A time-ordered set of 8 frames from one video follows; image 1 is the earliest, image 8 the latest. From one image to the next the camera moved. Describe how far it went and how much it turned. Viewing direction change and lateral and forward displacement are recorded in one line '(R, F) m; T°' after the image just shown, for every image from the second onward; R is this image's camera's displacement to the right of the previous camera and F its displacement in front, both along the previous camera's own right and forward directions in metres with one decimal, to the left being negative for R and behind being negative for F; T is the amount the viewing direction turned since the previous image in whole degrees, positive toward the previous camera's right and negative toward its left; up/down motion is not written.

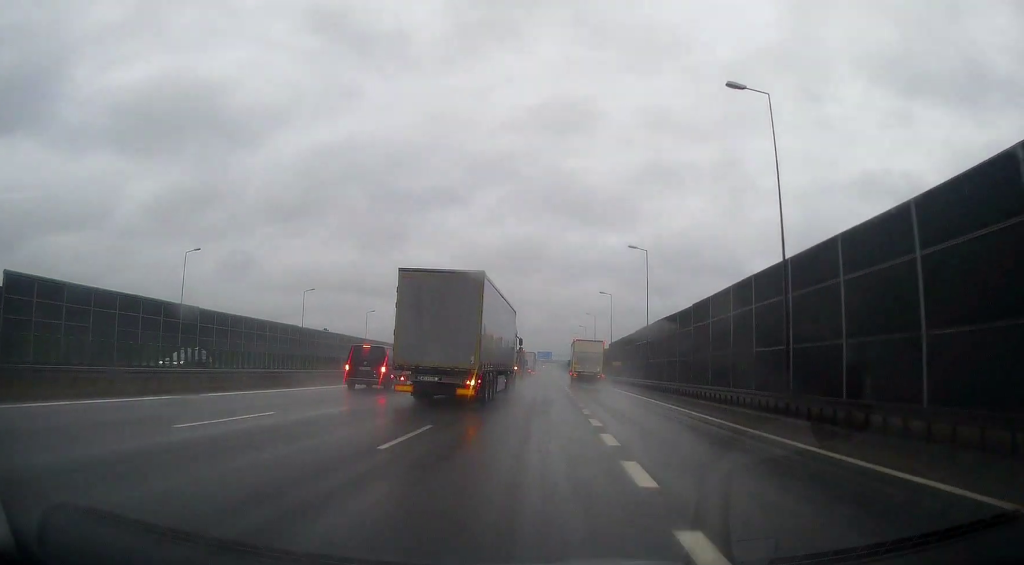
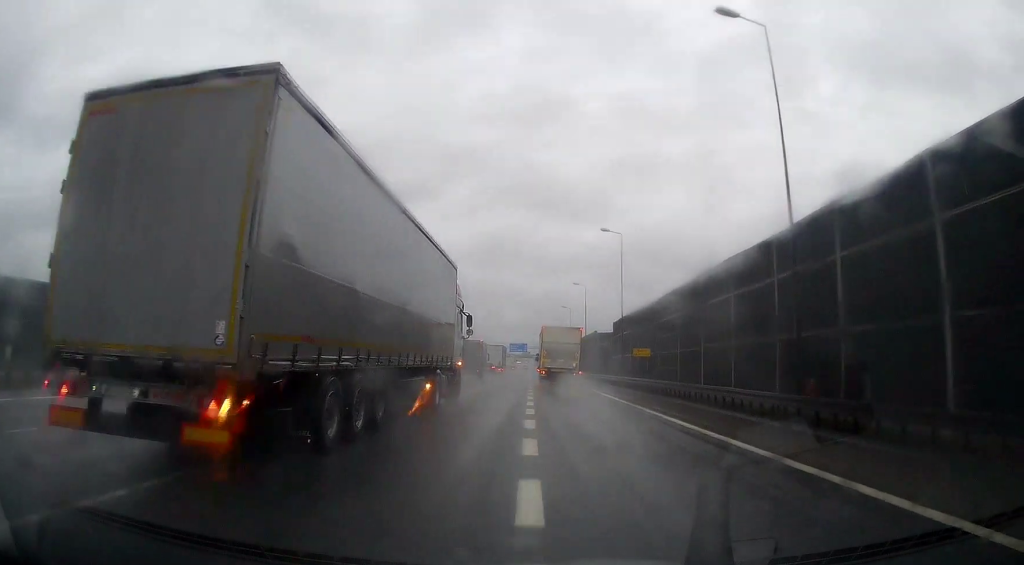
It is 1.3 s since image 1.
(+0.6, +43.9) m; +1°
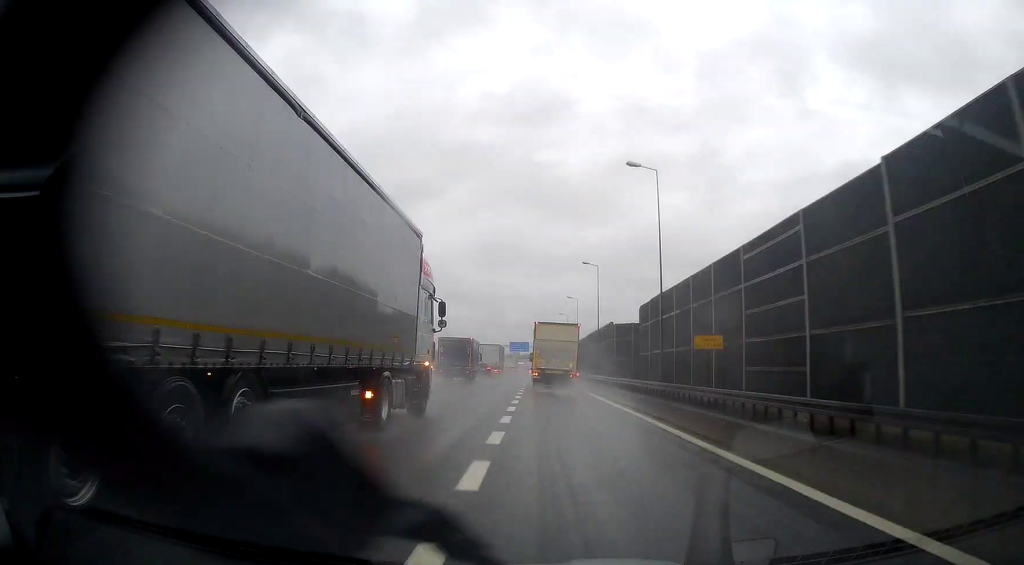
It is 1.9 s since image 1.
(+0.1, +20.0) m; +1°
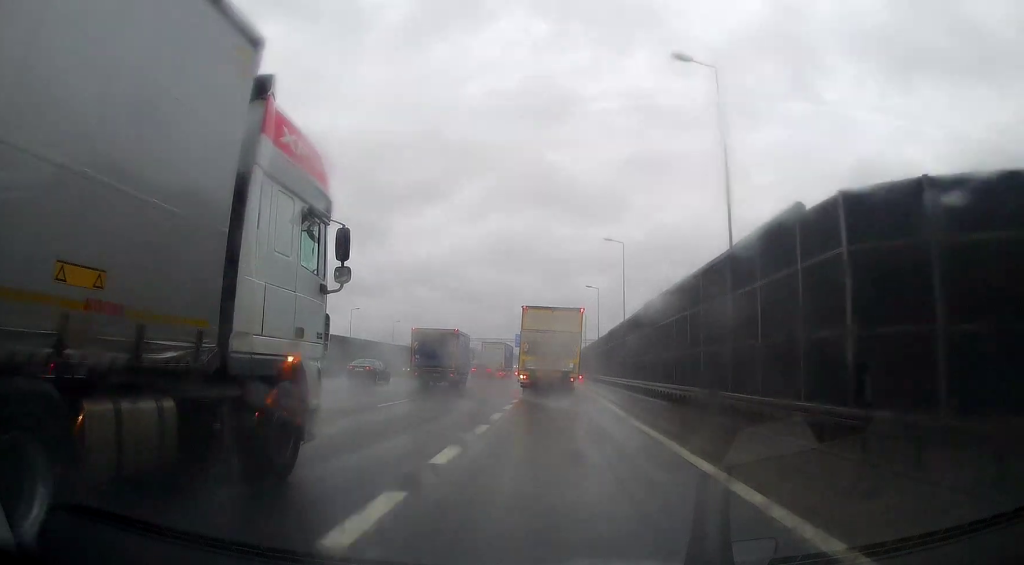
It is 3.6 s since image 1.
(+0.3, +54.6) m; 0°
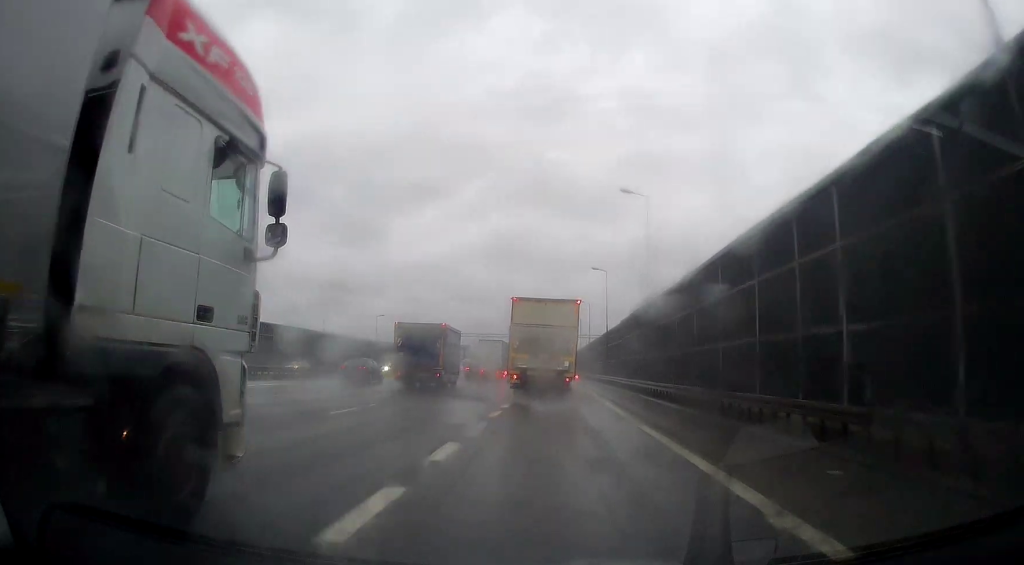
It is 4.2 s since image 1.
(0.0, +17.0) m; 0°
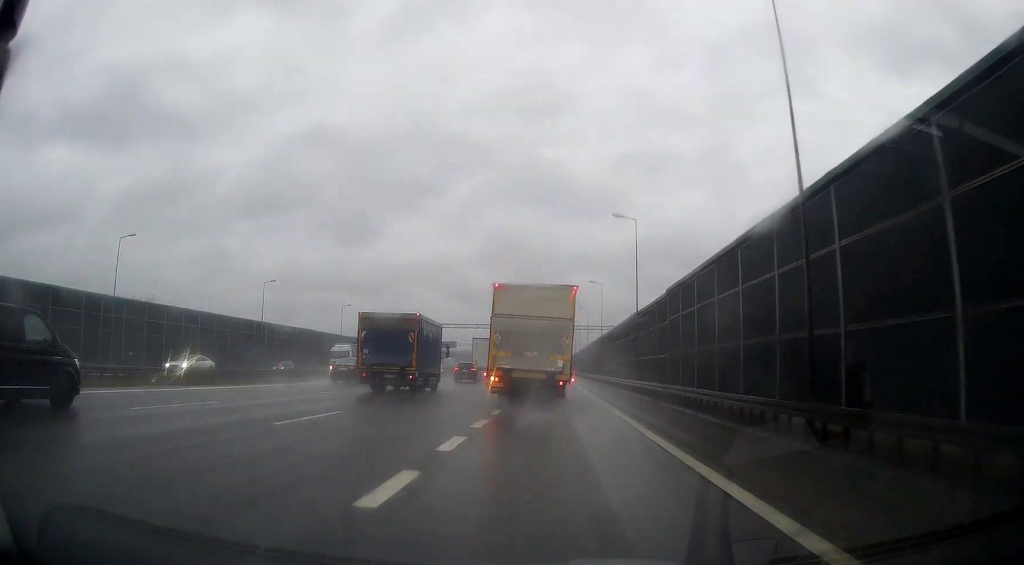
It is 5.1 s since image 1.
(-0.1, +27.9) m; 0°
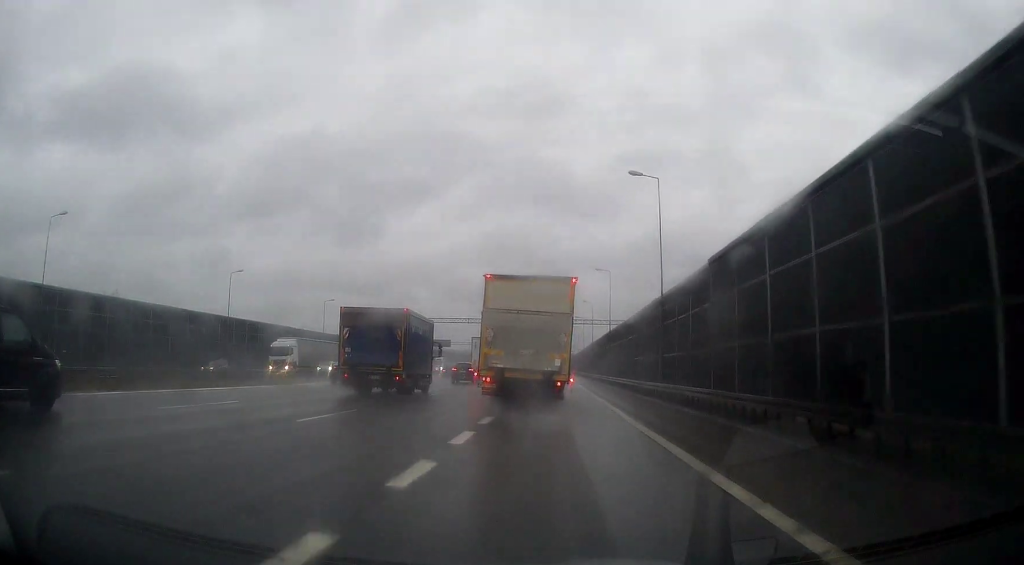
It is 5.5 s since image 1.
(0.0, +11.2) m; 0°
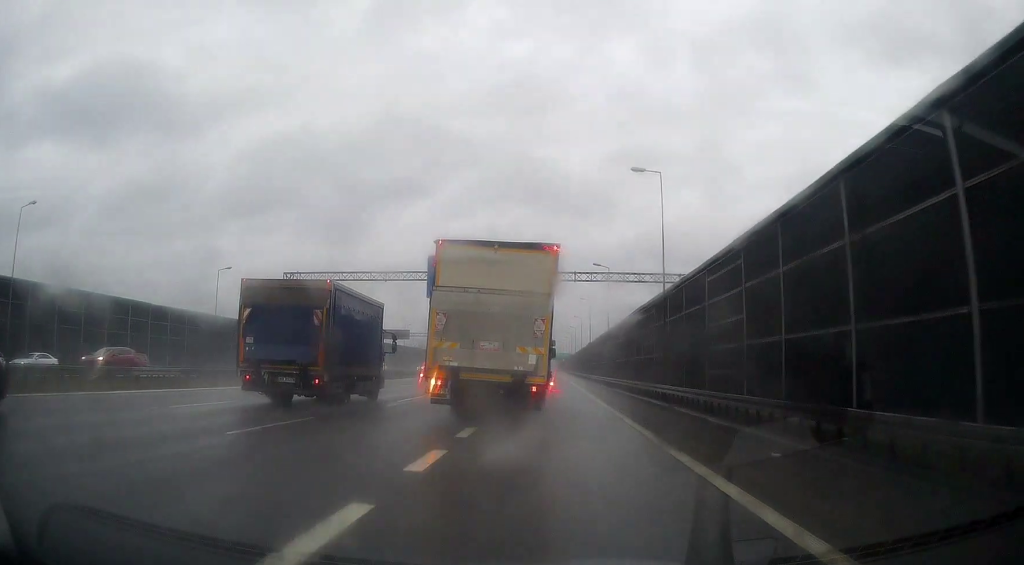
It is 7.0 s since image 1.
(-0.1, +40.4) m; 0°
